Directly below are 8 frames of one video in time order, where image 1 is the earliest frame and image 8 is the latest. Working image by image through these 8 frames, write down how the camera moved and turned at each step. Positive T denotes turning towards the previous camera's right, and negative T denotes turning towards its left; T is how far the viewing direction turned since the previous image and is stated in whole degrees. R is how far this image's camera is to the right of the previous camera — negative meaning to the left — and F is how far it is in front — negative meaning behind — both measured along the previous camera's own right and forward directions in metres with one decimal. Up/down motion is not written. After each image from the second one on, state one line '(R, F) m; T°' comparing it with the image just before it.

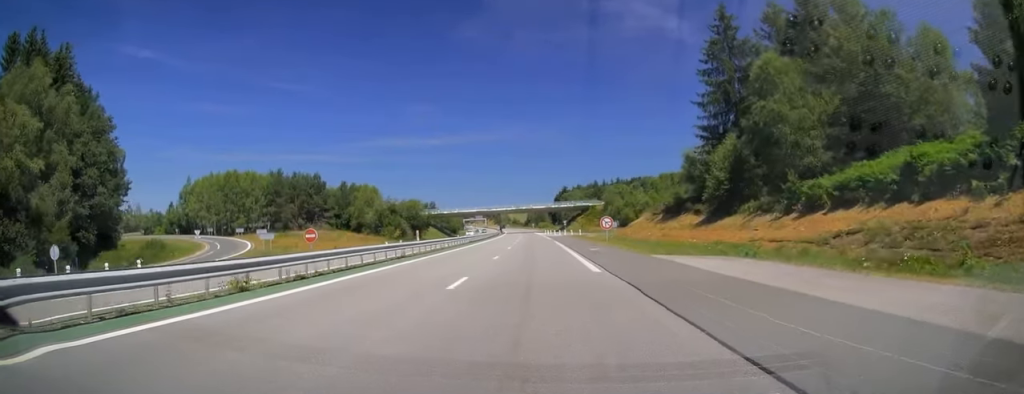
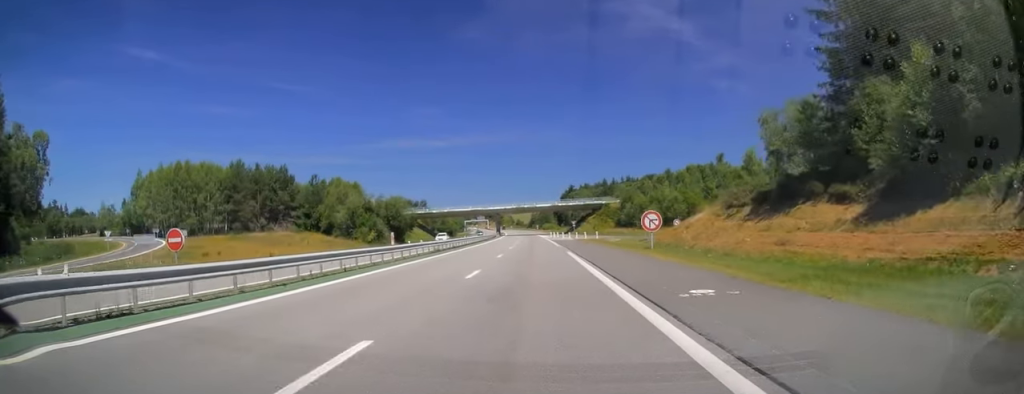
(0.0, +22.7) m; 0°
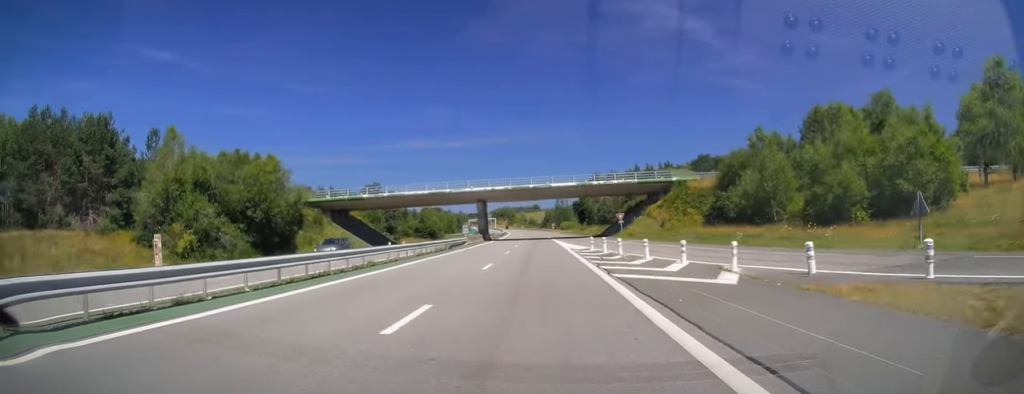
(-0.8, +61.7) m; -2°
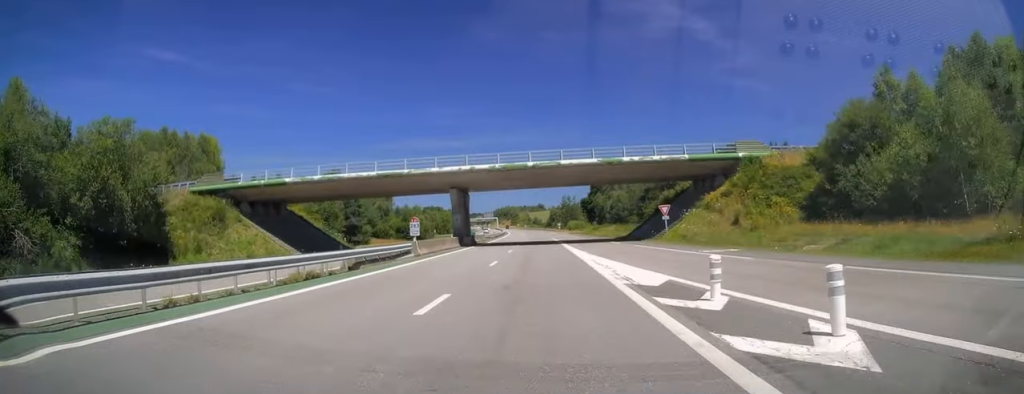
(0.0, +24.4) m; 0°
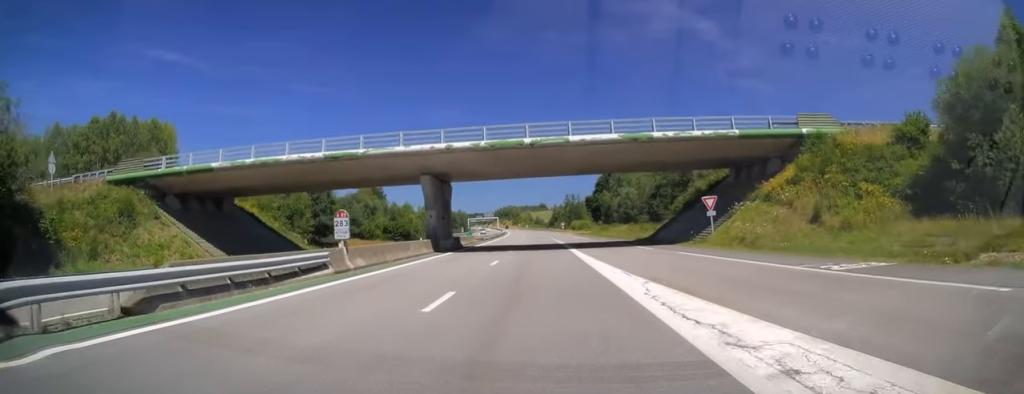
(0.0, +12.7) m; 0°
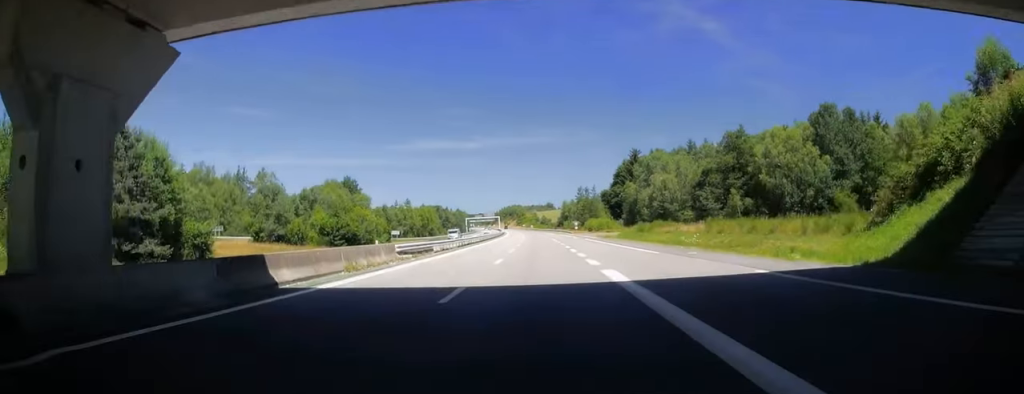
(-0.4, +37.9) m; -1°
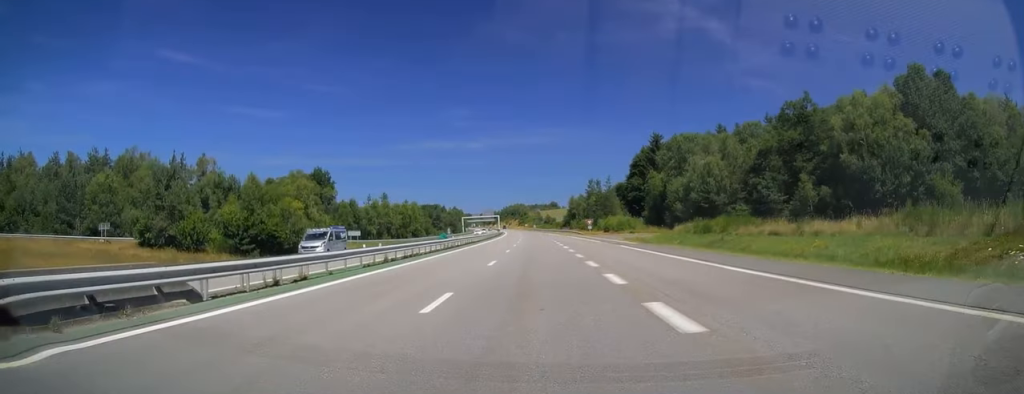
(-0.2, +27.3) m; 0°
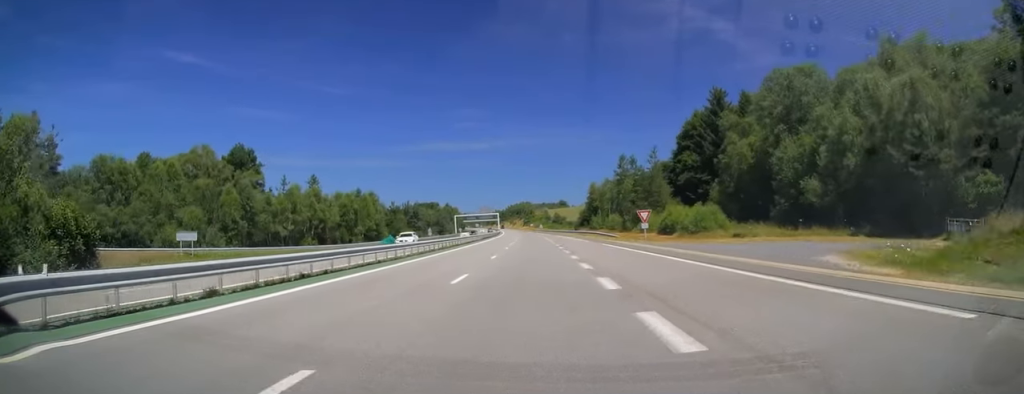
(+0.5, +46.5) m; 0°
